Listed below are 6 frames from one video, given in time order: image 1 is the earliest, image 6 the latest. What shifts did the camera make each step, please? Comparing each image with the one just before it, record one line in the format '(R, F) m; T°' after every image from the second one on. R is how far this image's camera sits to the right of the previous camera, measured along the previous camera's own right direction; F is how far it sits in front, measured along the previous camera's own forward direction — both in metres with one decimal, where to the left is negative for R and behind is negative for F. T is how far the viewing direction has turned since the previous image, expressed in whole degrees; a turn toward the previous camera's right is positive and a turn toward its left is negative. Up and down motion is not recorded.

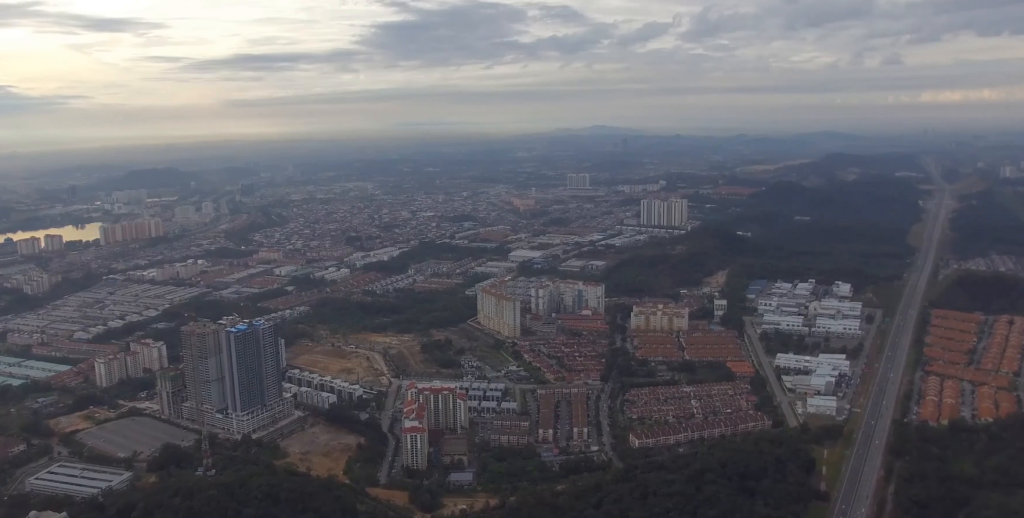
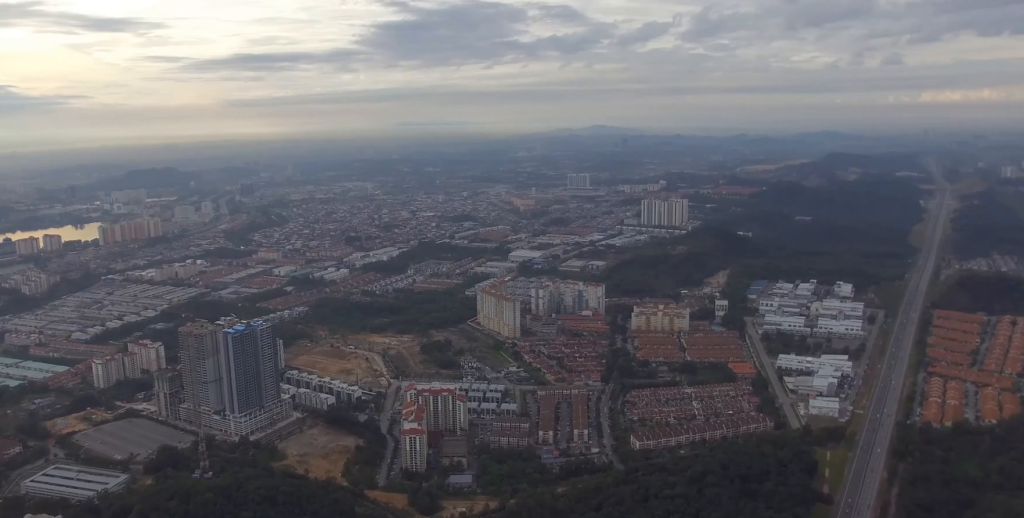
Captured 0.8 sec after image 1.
(0.0, +8.0) m; 0°
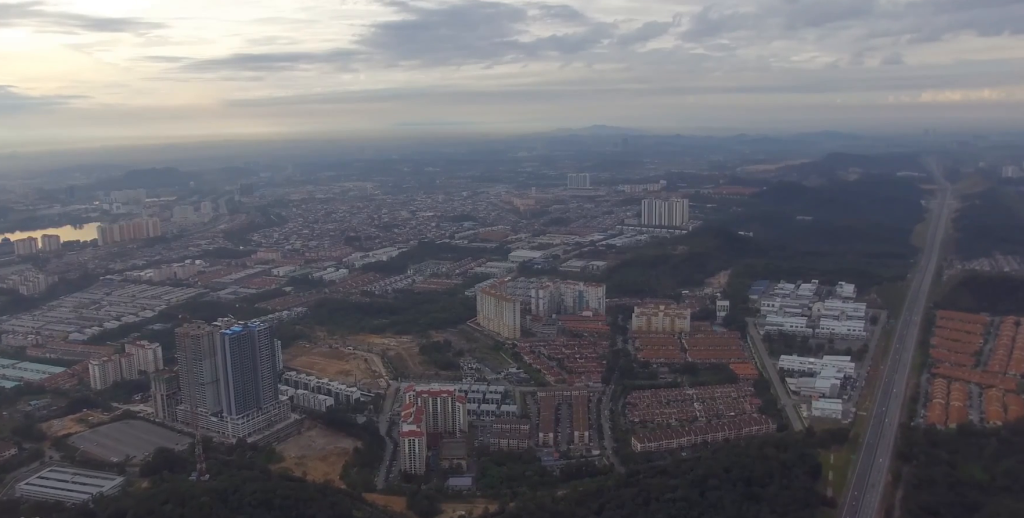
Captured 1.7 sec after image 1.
(0.0, +8.8) m; 0°
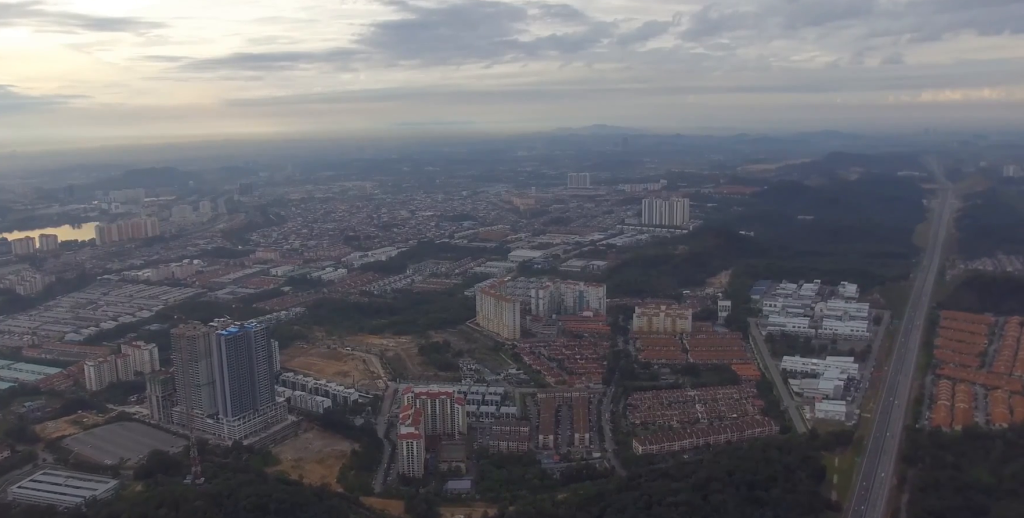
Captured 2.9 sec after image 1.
(0.0, +12.0) m; 0°
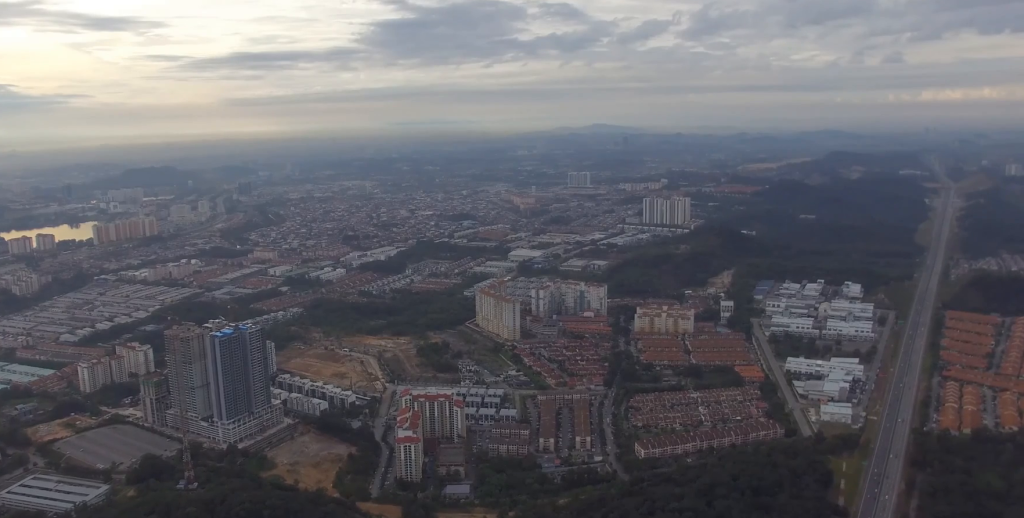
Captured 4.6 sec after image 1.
(0.0, +17.3) m; 0°
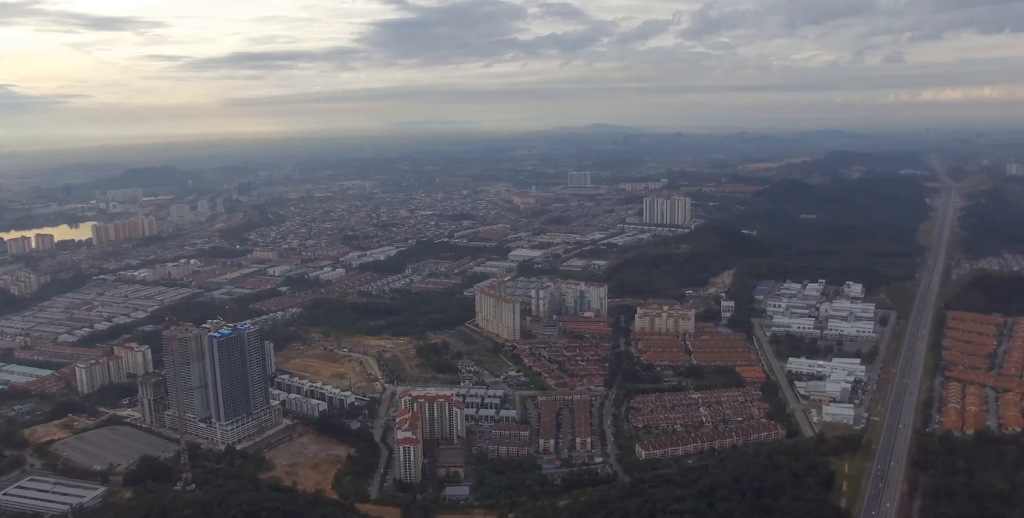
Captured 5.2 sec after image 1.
(0.0, +5.6) m; 0°
